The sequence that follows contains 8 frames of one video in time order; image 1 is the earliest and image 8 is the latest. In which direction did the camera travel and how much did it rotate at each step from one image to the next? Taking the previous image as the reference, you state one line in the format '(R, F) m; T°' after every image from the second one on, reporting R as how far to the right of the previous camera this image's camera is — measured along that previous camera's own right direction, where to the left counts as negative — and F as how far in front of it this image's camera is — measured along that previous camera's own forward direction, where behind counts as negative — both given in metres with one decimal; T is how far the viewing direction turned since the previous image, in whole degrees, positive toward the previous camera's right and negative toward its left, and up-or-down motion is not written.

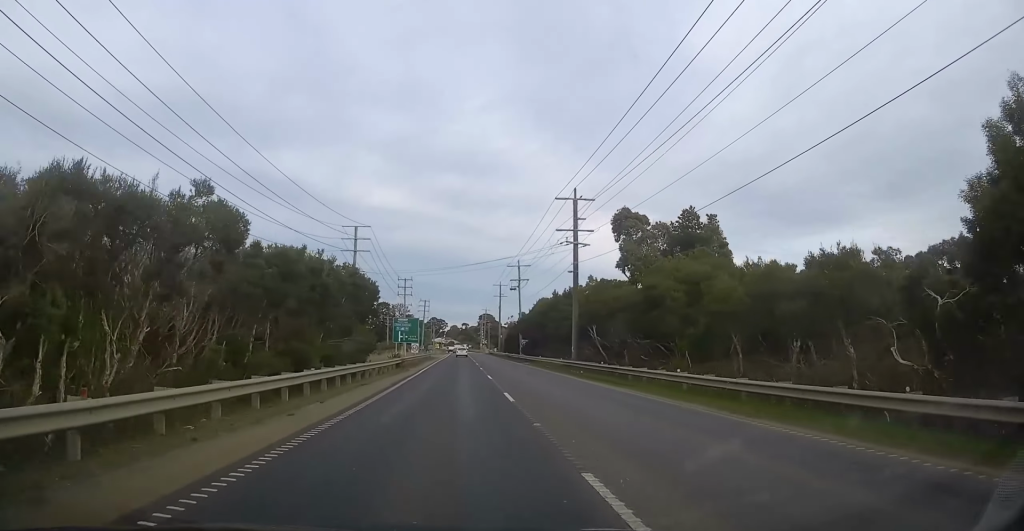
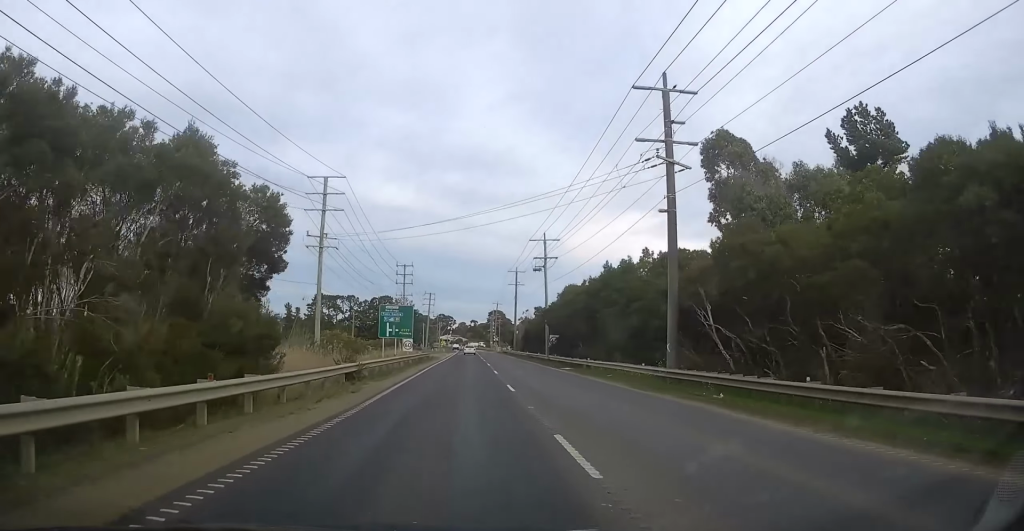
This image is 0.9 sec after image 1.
(+0.1, +21.1) m; +1°
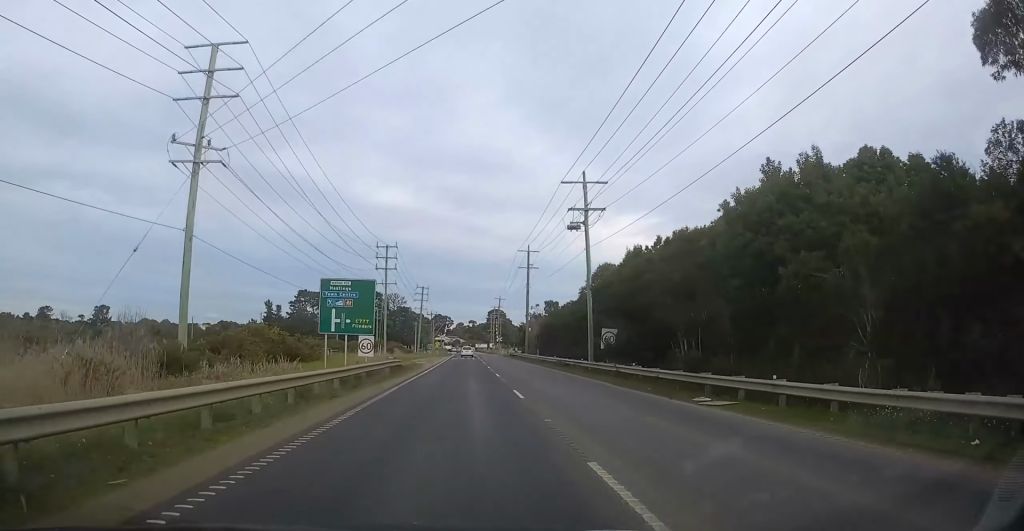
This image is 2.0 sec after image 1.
(+0.3, +25.5) m; 0°
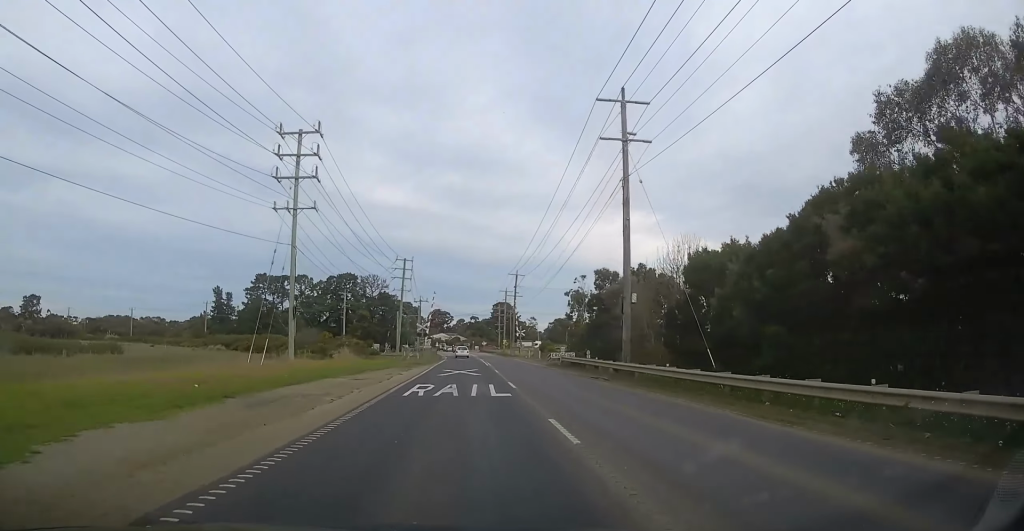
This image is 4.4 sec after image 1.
(-0.1, +55.4) m; +1°
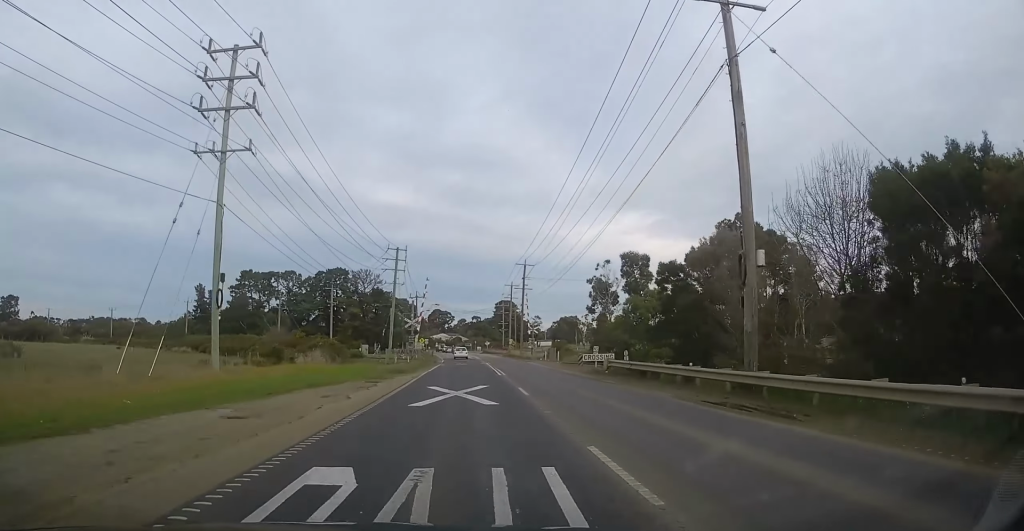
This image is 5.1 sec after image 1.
(-0.1, +15.3) m; -1°
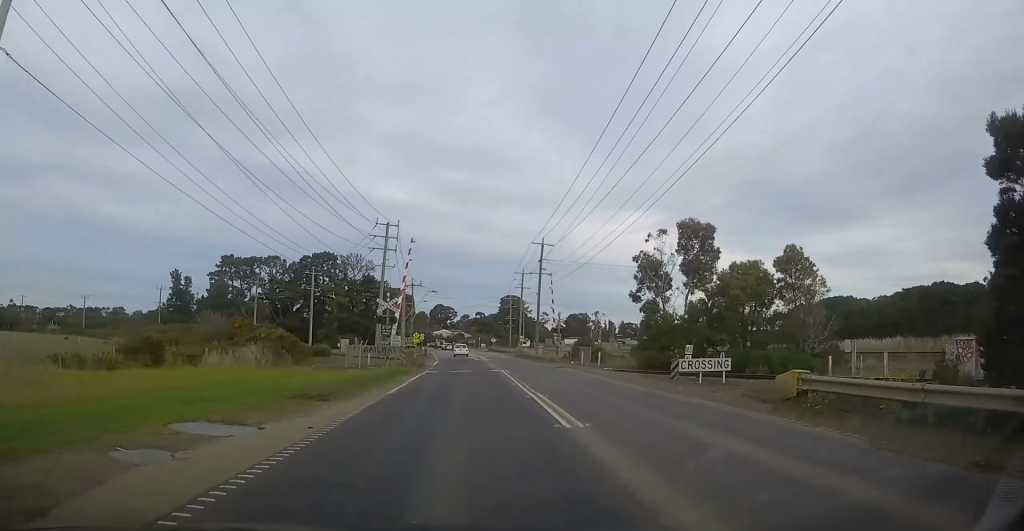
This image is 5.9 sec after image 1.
(-0.3, +19.1) m; -1°
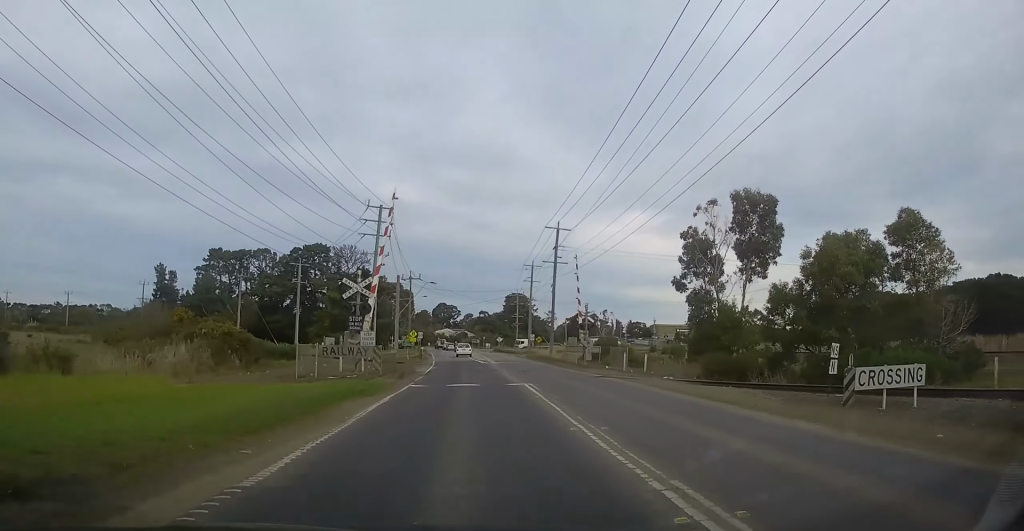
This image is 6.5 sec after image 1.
(0.0, +10.9) m; 0°
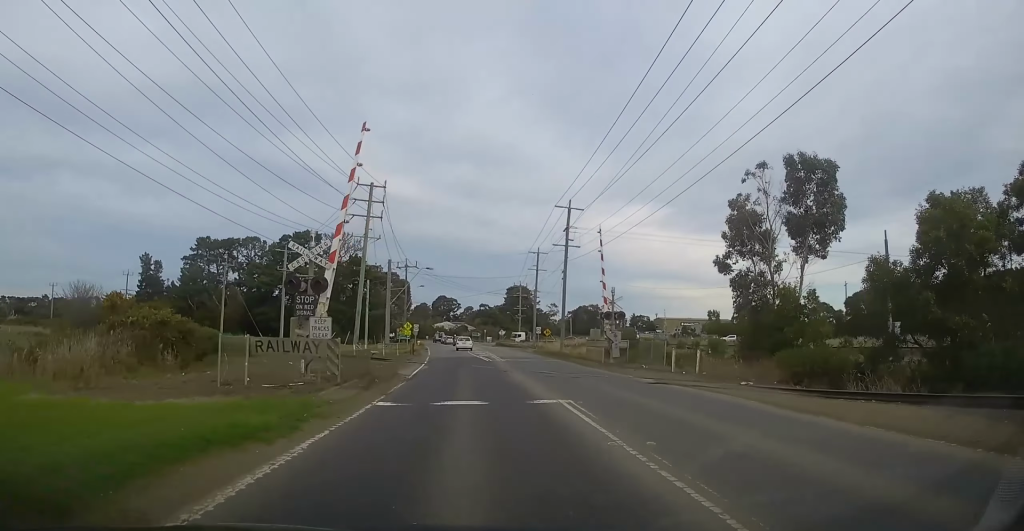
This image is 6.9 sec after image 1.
(0.0, +8.6) m; 0°
